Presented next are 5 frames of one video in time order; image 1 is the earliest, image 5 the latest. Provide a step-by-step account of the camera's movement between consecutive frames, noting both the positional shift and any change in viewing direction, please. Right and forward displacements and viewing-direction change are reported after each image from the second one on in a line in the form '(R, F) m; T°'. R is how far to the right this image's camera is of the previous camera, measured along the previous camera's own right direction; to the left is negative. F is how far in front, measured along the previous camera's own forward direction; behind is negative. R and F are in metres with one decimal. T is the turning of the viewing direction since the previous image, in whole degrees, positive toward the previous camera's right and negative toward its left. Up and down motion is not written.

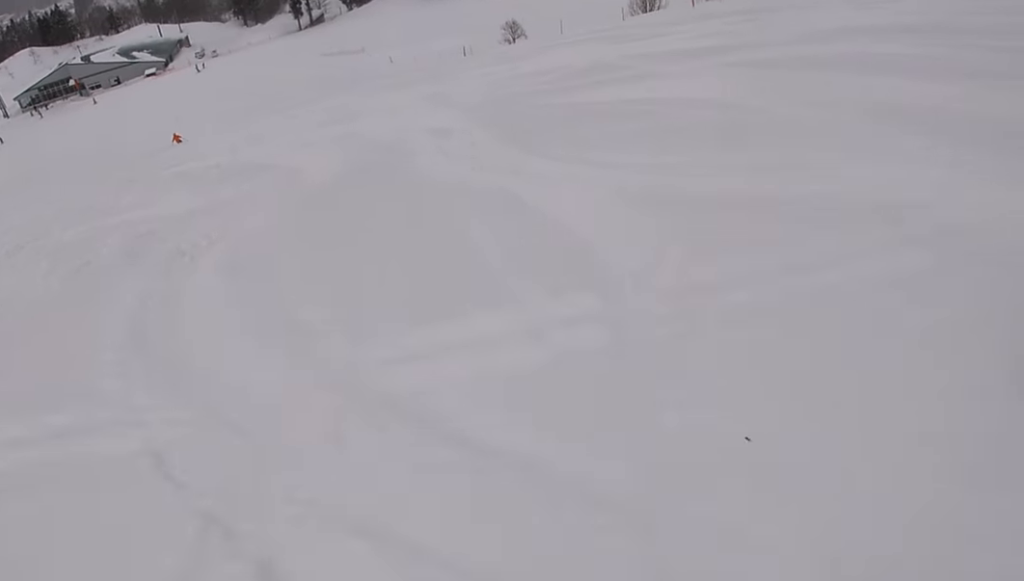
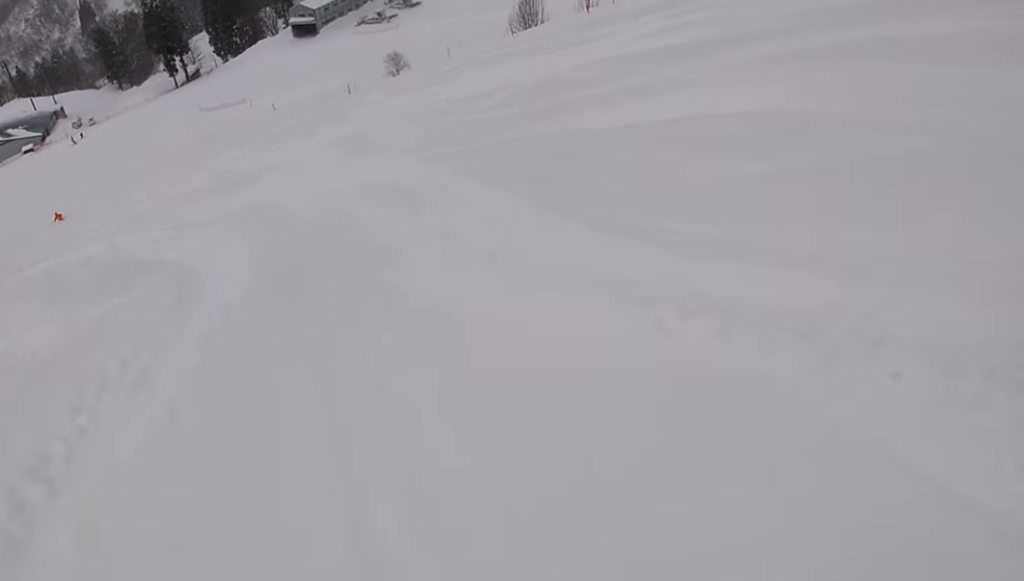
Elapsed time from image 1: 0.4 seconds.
(+1.0, +3.3) m; +9°
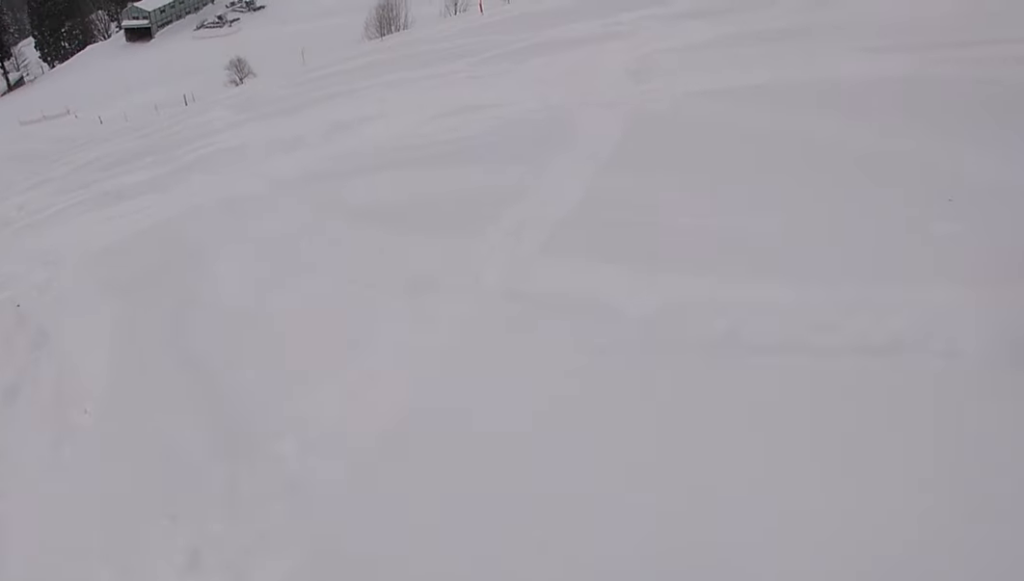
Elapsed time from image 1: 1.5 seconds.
(-0.2, +8.9) m; +3°
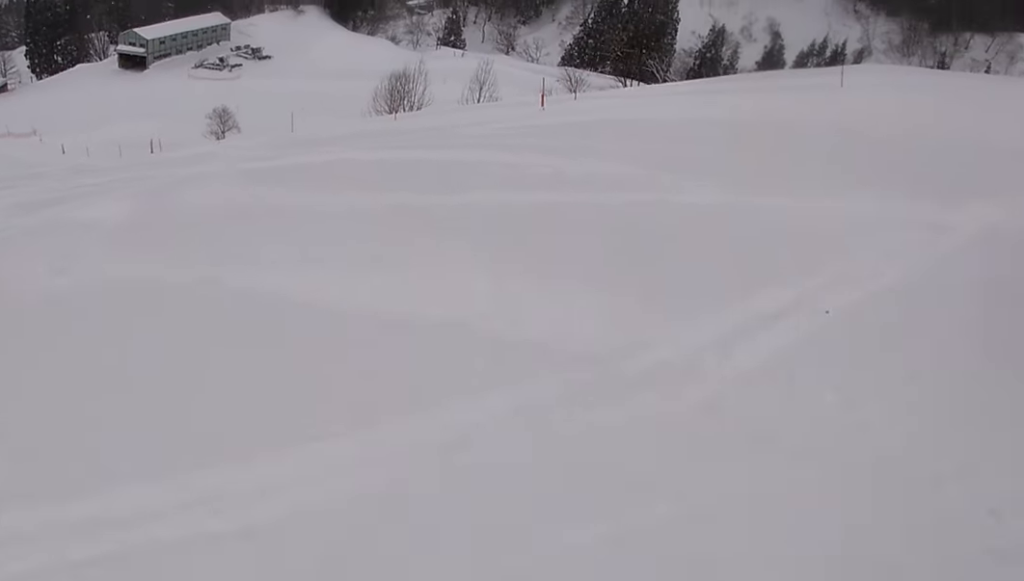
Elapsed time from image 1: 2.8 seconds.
(+0.9, +11.1) m; +2°
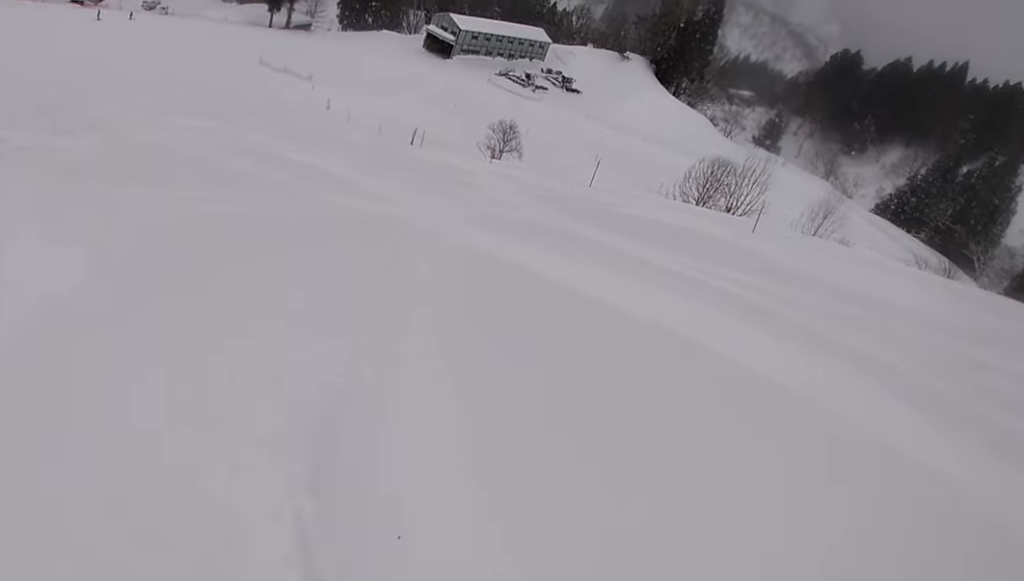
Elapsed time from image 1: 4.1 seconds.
(-1.7, +11.3) m; -21°
